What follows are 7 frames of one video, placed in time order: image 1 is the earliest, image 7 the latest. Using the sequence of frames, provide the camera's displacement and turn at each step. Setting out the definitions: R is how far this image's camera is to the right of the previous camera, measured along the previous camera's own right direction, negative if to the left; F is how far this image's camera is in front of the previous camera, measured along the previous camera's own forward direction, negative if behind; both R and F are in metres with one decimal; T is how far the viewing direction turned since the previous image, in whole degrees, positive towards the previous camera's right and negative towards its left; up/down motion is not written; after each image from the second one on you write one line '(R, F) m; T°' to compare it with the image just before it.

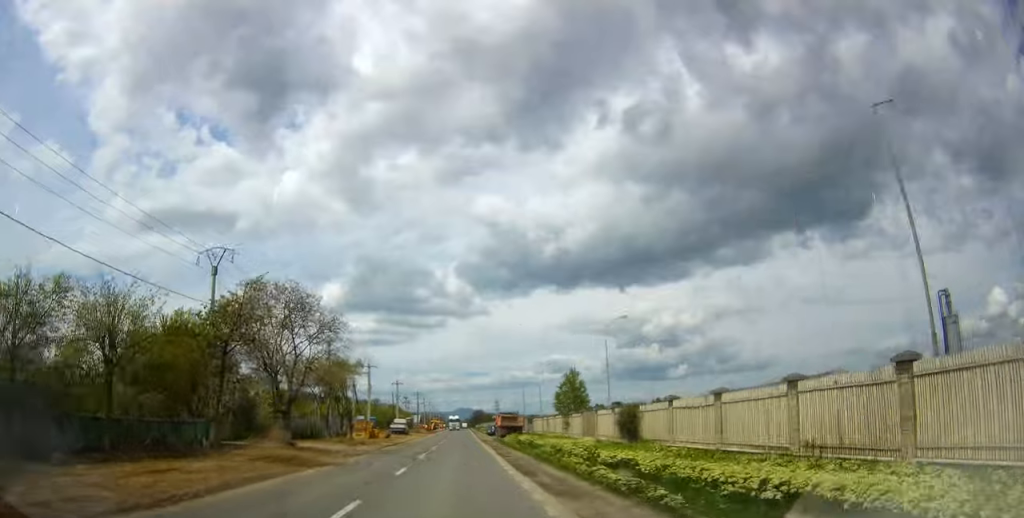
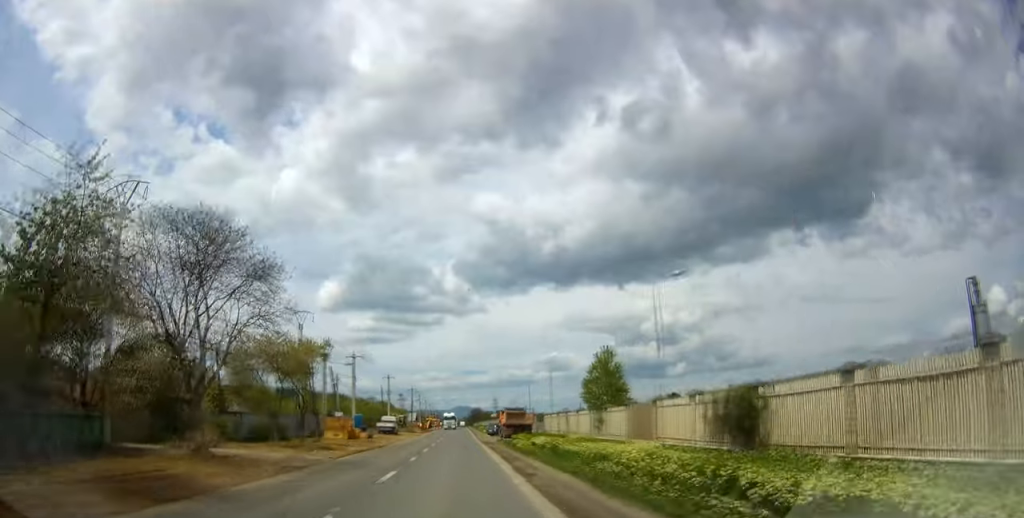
(-0.2, +11.2) m; 0°
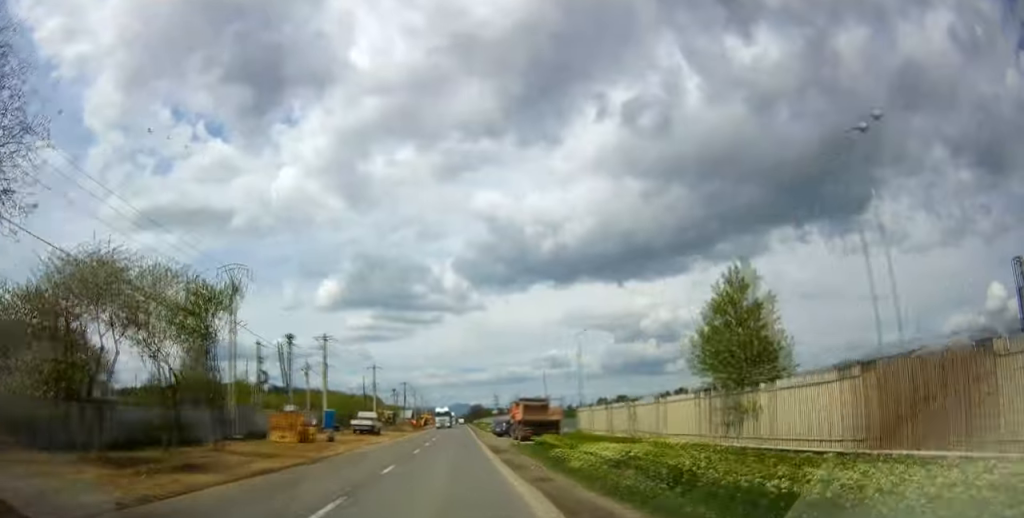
(+0.7, +16.8) m; +1°
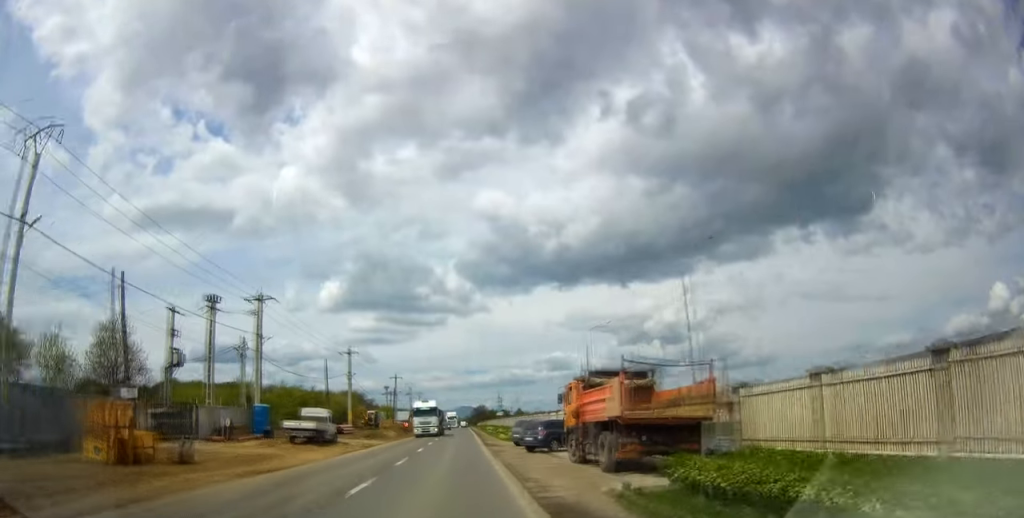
(-0.7, +23.0) m; -2°
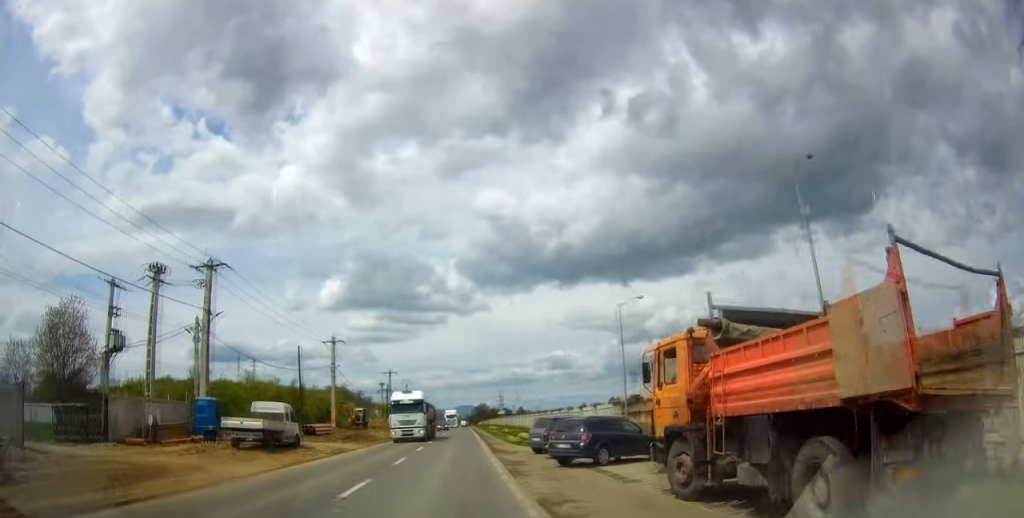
(0.0, +9.4) m; 0°
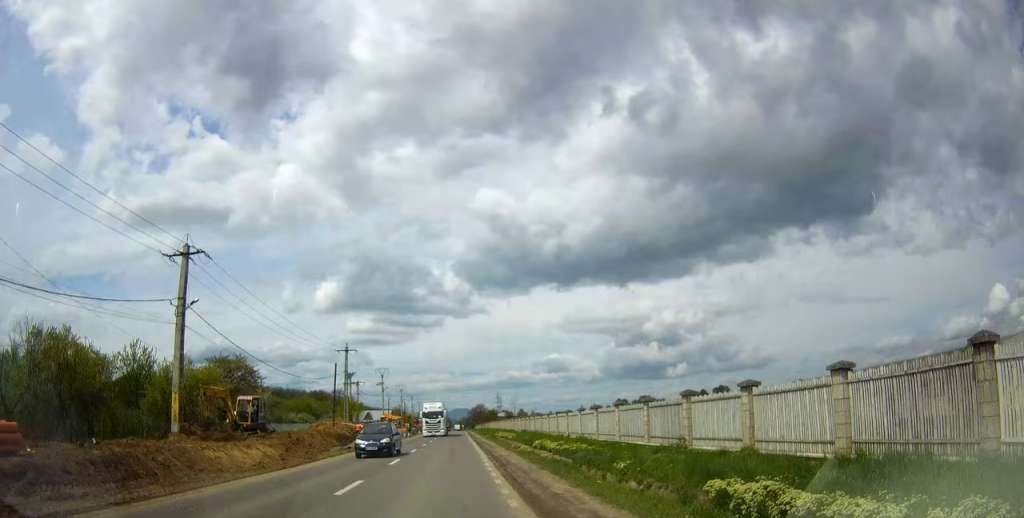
(-0.2, +35.8) m; -1°
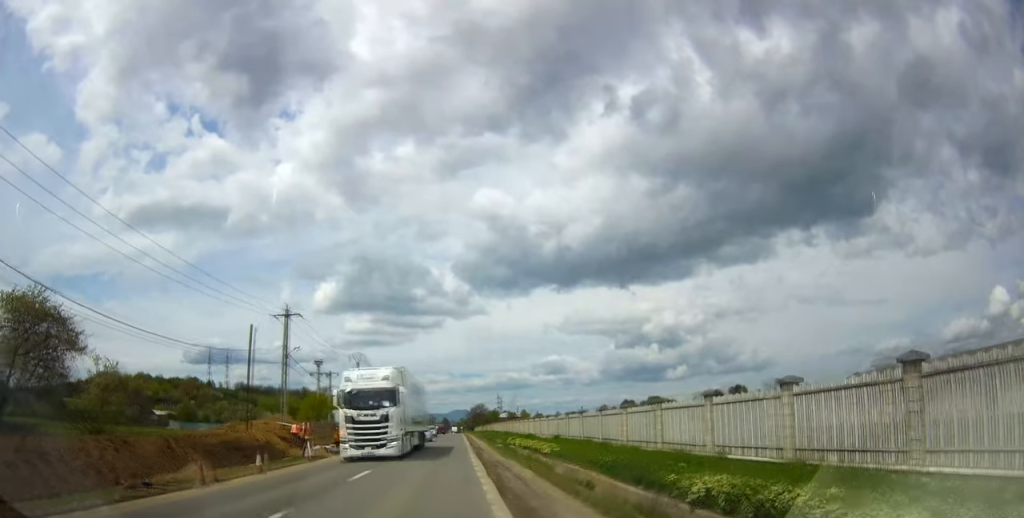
(0.0, +24.5) m; +1°
